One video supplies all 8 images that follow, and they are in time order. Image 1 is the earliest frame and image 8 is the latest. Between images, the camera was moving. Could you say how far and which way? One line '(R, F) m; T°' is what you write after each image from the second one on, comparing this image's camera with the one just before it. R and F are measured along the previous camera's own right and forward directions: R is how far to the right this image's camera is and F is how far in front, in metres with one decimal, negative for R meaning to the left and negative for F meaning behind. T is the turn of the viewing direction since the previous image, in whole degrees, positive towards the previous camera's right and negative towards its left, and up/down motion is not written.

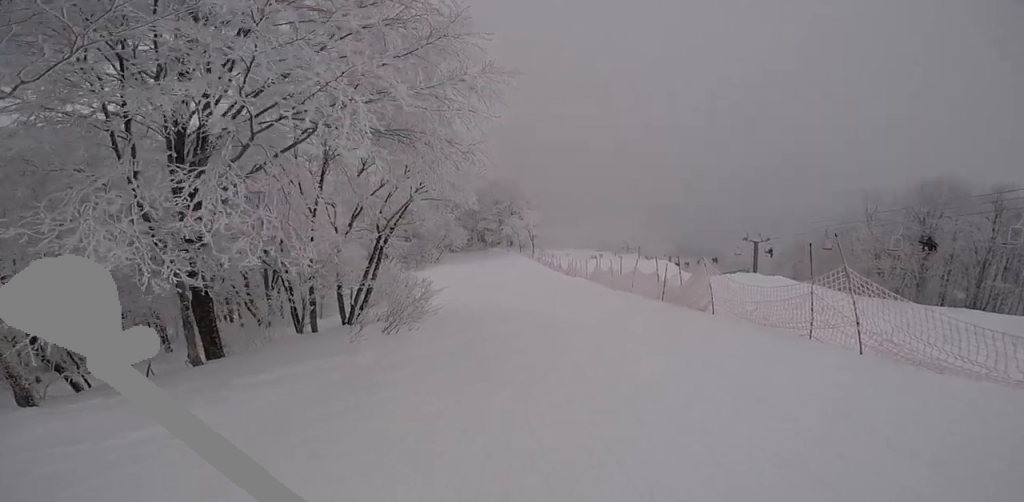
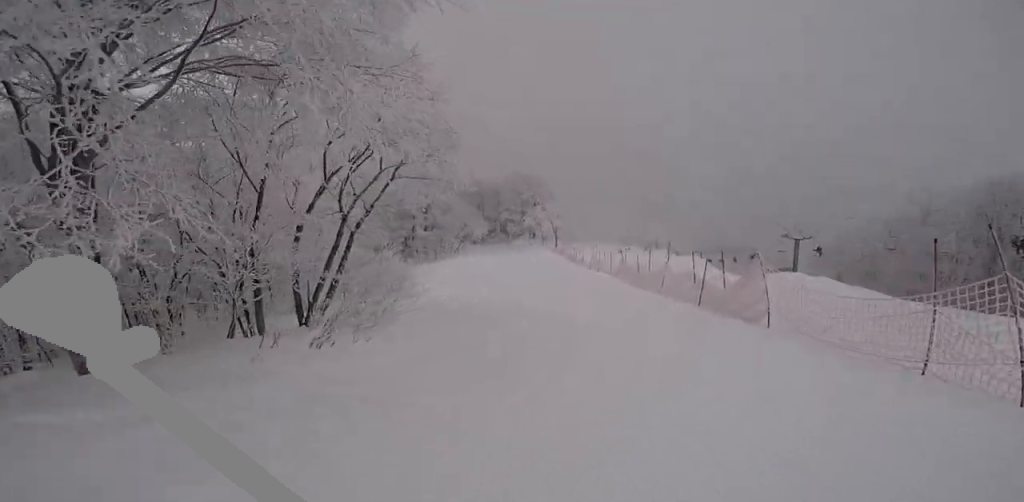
(0.0, +2.7) m; 0°
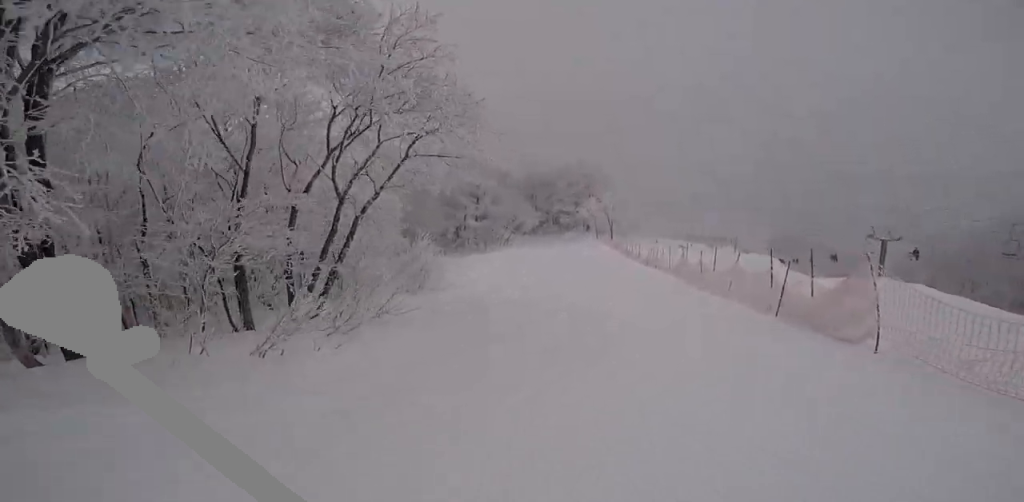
(0.0, +1.8) m; 0°
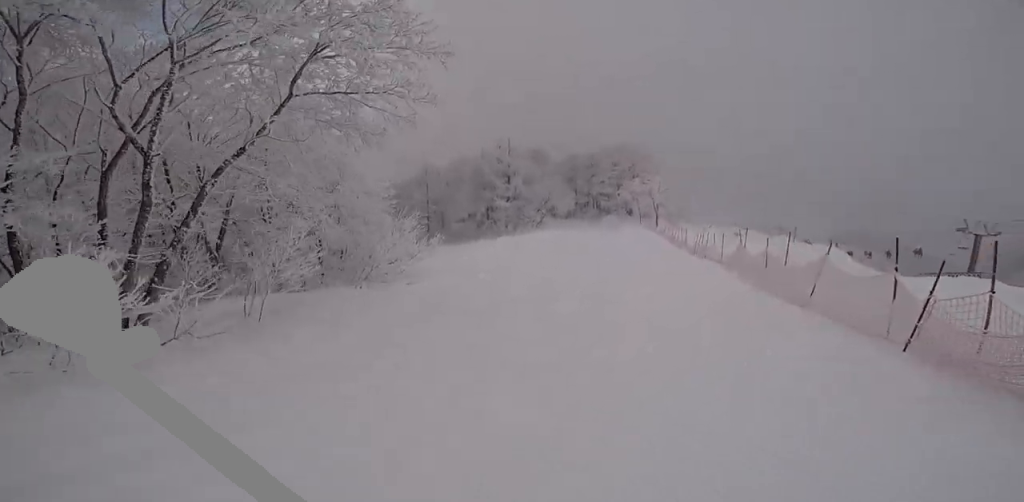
(0.0, +3.8) m; -17°
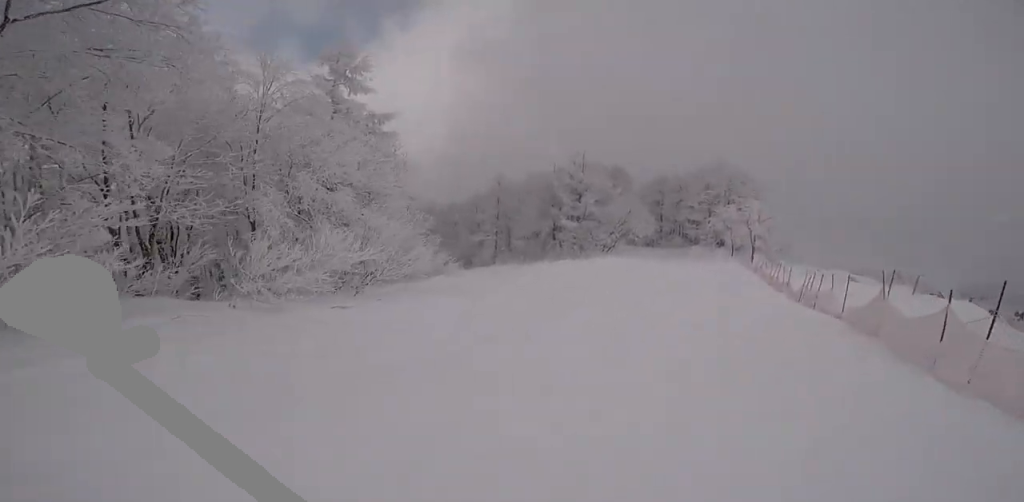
(-1.1, +3.9) m; -18°
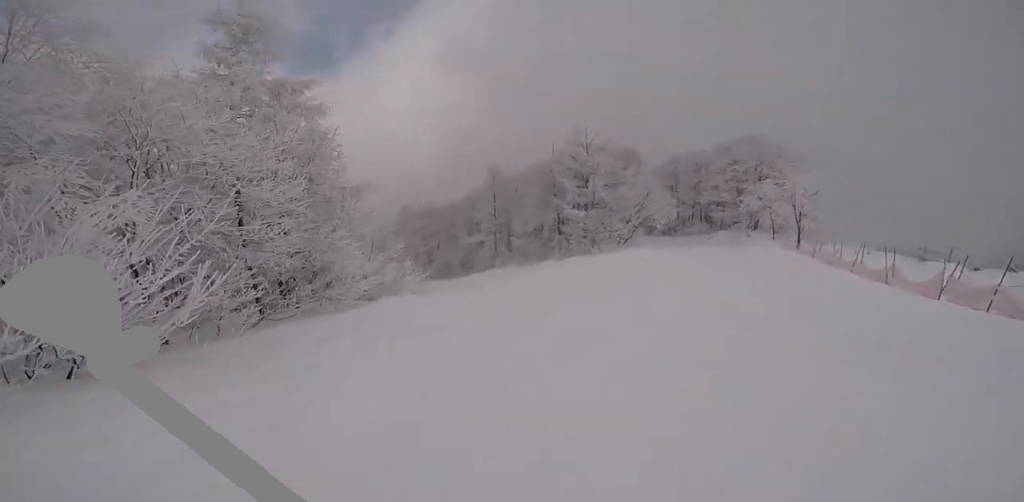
(-0.5, +7.0) m; -4°
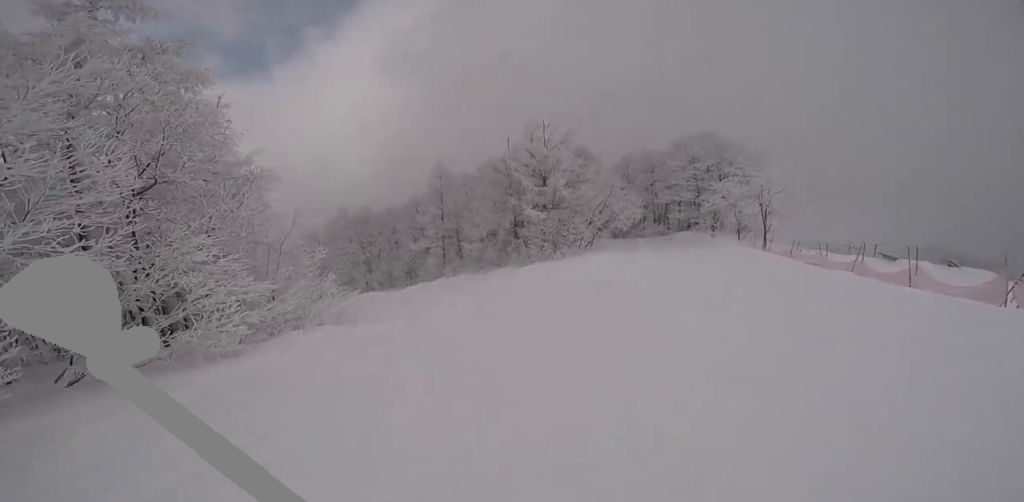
(0.0, +4.4) m; +5°
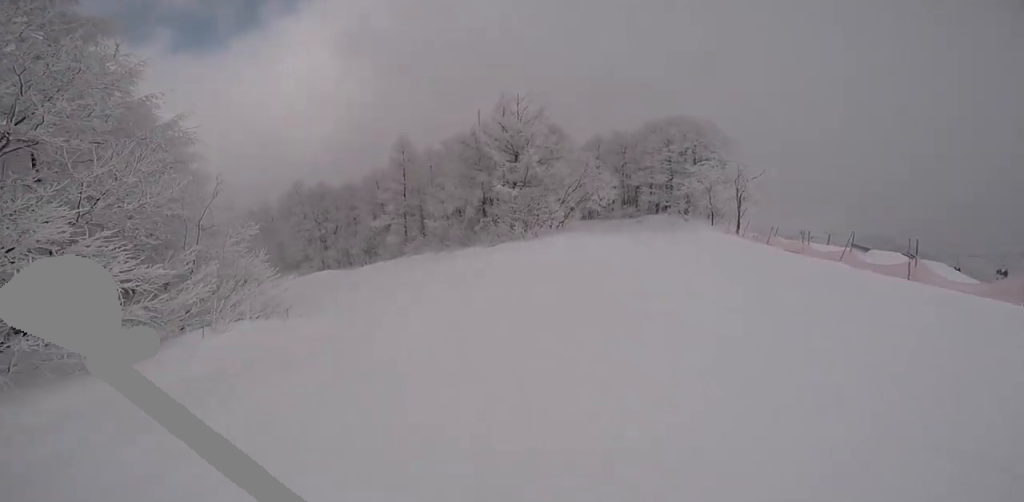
(-0.2, +2.0) m; +8°
